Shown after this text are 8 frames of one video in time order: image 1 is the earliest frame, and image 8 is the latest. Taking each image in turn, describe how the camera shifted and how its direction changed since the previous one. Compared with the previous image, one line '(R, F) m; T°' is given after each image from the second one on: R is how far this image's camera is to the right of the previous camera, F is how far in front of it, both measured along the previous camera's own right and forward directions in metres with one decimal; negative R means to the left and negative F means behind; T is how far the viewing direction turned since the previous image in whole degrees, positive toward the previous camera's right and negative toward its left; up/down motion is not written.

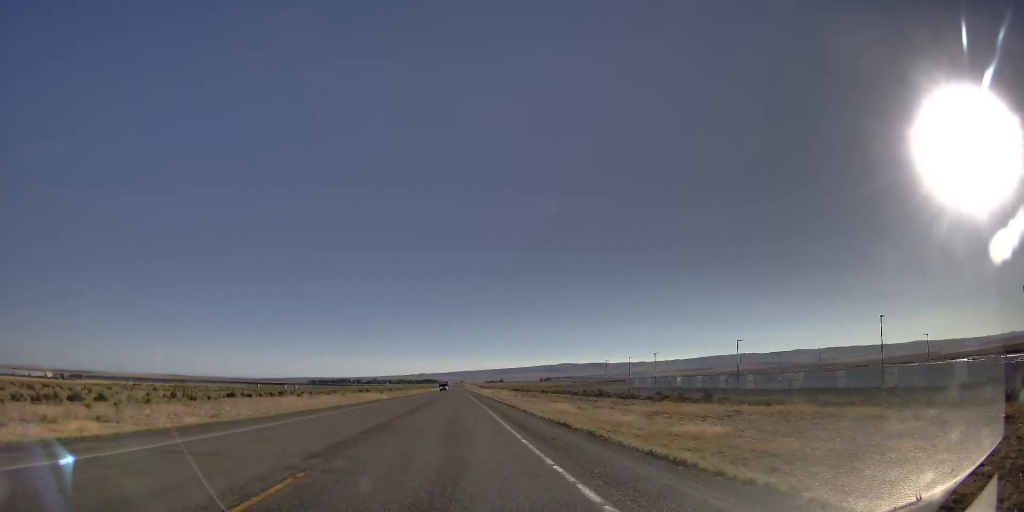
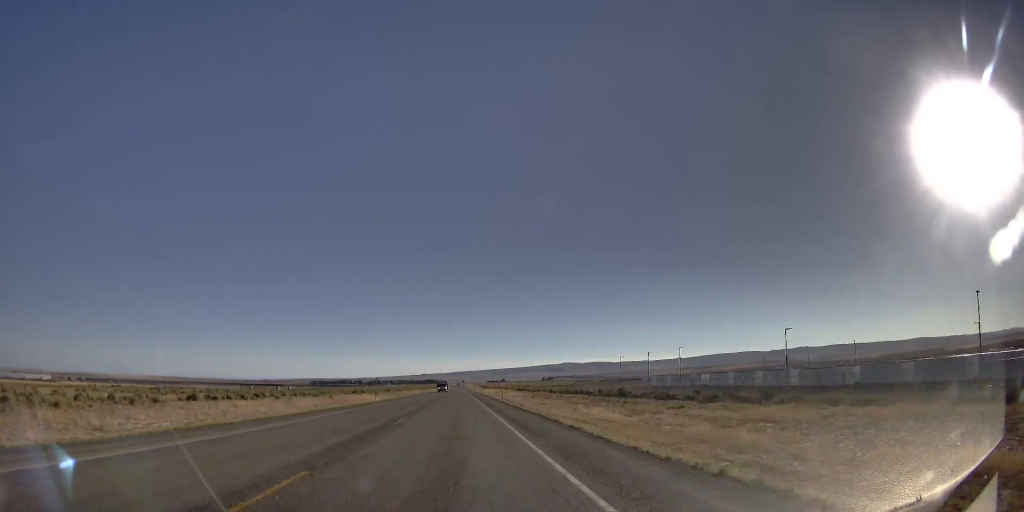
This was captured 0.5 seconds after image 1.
(+0.1, +14.9) m; 0°
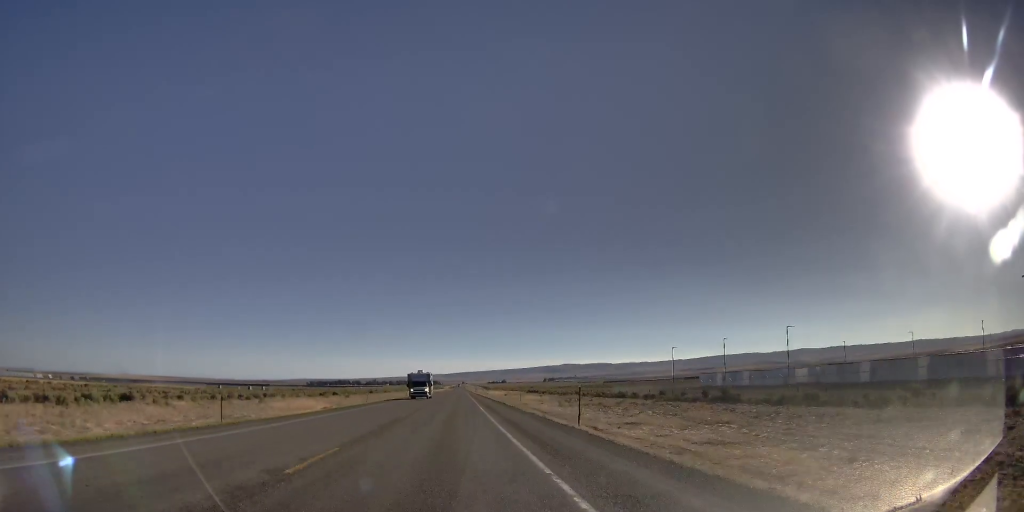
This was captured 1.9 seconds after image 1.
(-1.0, +42.6) m; -2°
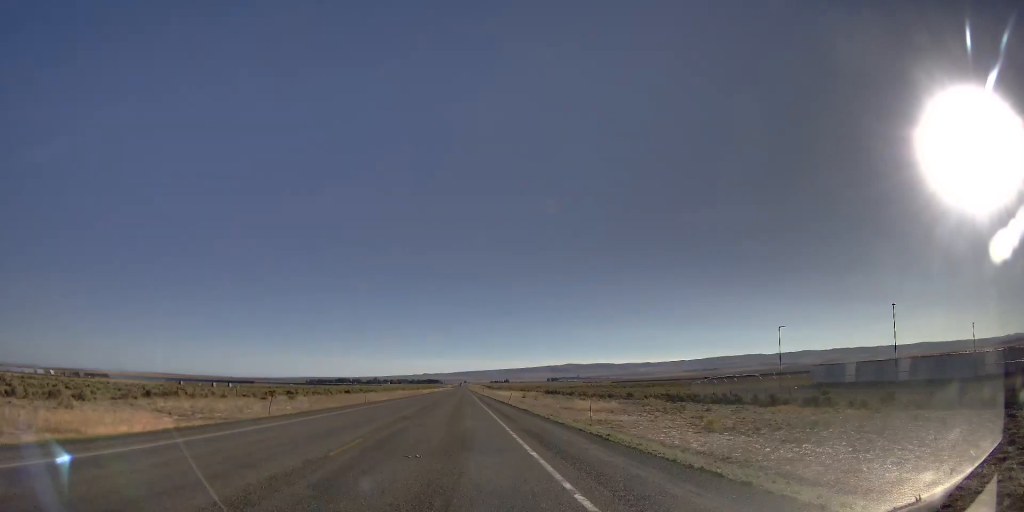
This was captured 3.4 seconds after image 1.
(-0.1, +43.2) m; +2°
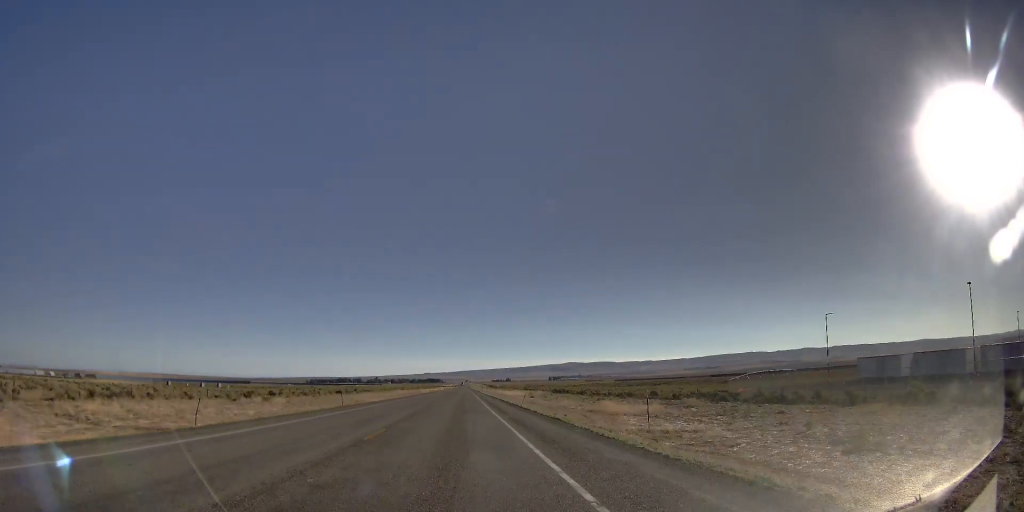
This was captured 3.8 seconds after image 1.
(+0.4, +11.8) m; +1°
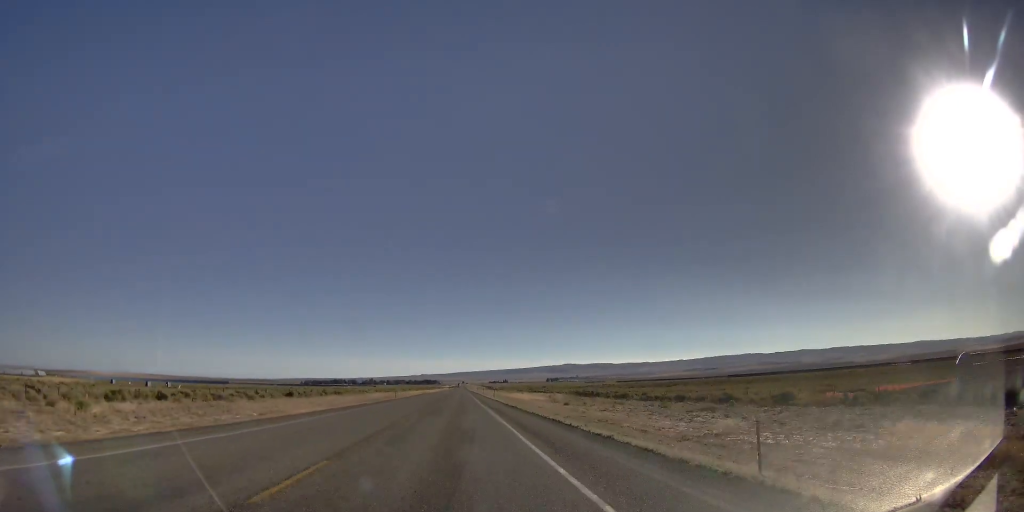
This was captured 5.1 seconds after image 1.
(+0.5, +38.4) m; -1°
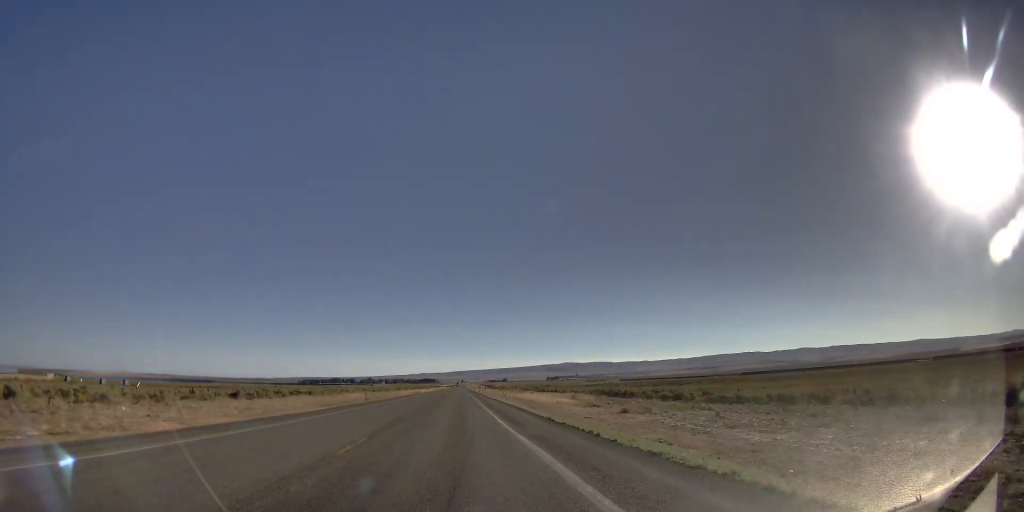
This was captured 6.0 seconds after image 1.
(-0.6, +25.6) m; -1°
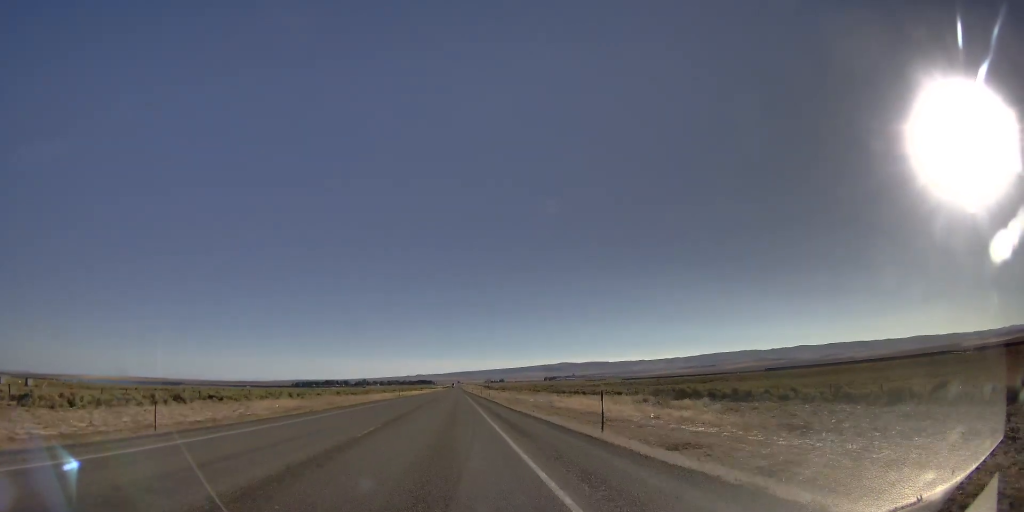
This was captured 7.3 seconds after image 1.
(+0.1, +39.6) m; +1°
